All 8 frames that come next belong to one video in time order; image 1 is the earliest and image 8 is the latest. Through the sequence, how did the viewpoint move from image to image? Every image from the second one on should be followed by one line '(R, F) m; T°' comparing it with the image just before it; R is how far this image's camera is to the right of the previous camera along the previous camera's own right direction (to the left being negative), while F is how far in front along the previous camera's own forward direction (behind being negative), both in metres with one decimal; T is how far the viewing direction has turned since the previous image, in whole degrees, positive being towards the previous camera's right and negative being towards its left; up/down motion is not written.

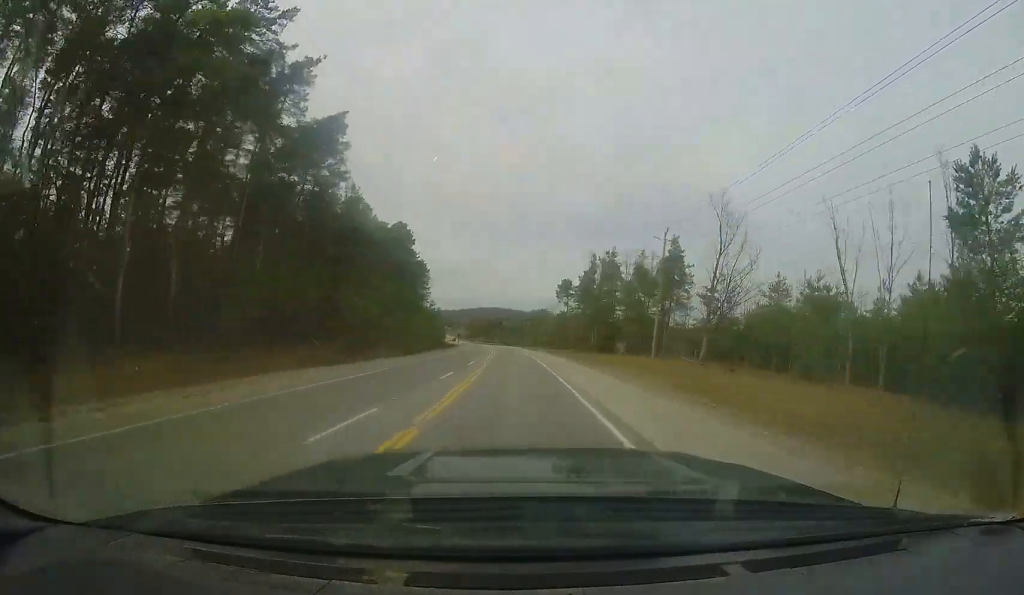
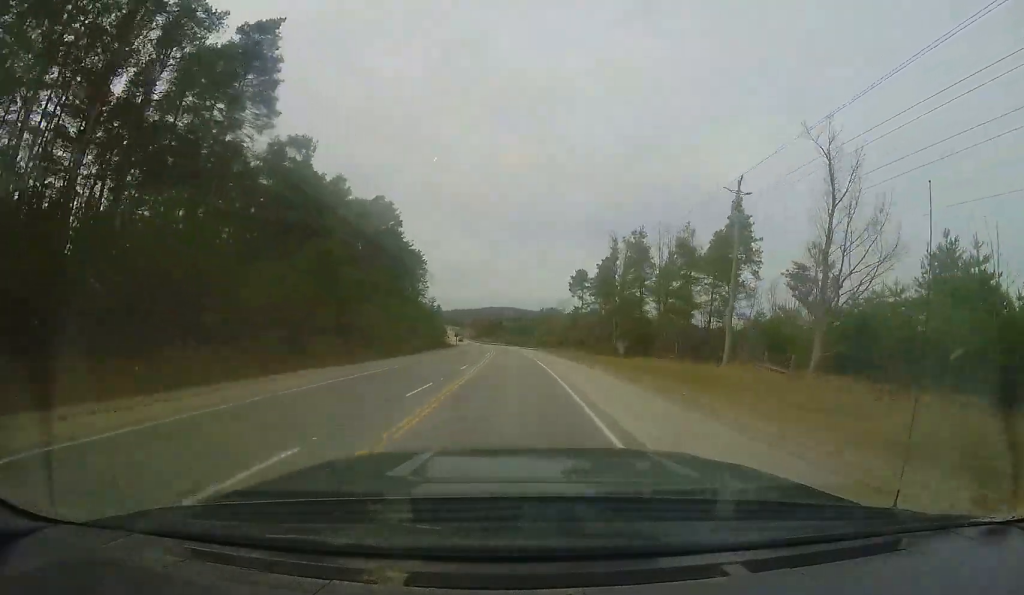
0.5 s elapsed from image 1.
(-0.1, +13.0) m; -1°
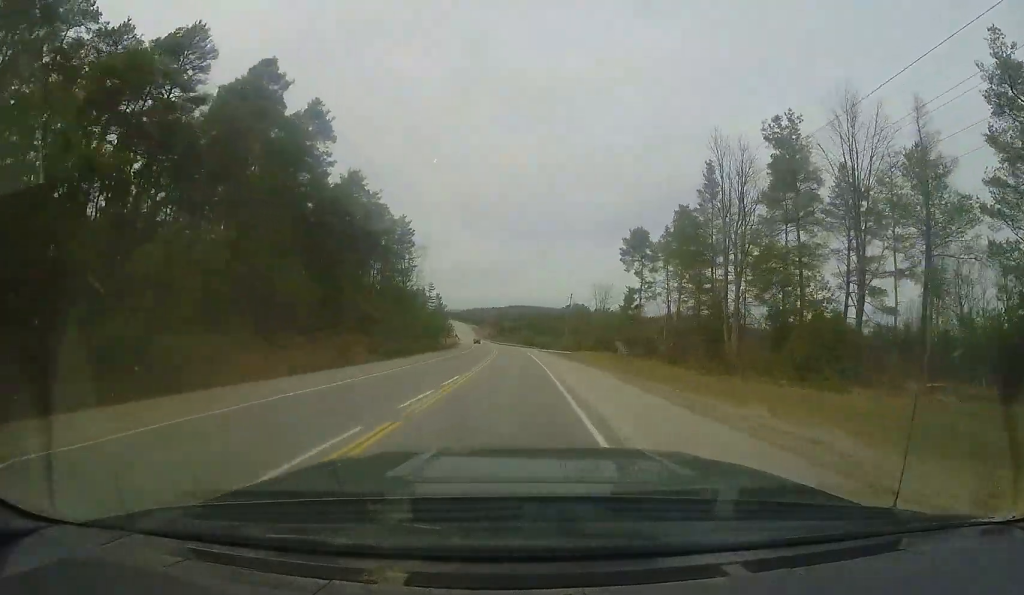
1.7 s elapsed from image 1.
(-0.3, +31.4) m; -2°
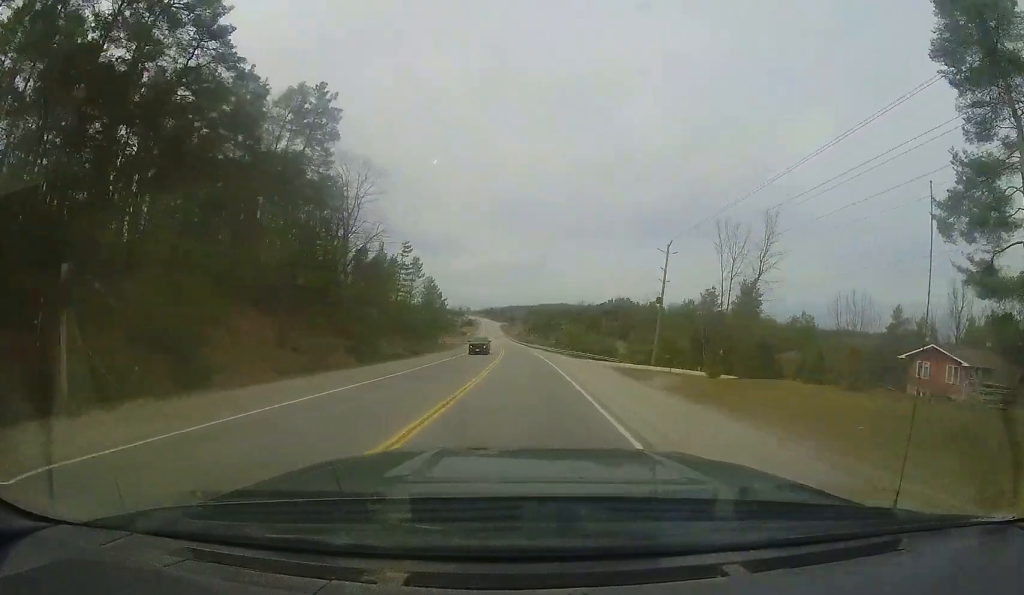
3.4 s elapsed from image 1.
(-2.2, +43.9) m; -7°
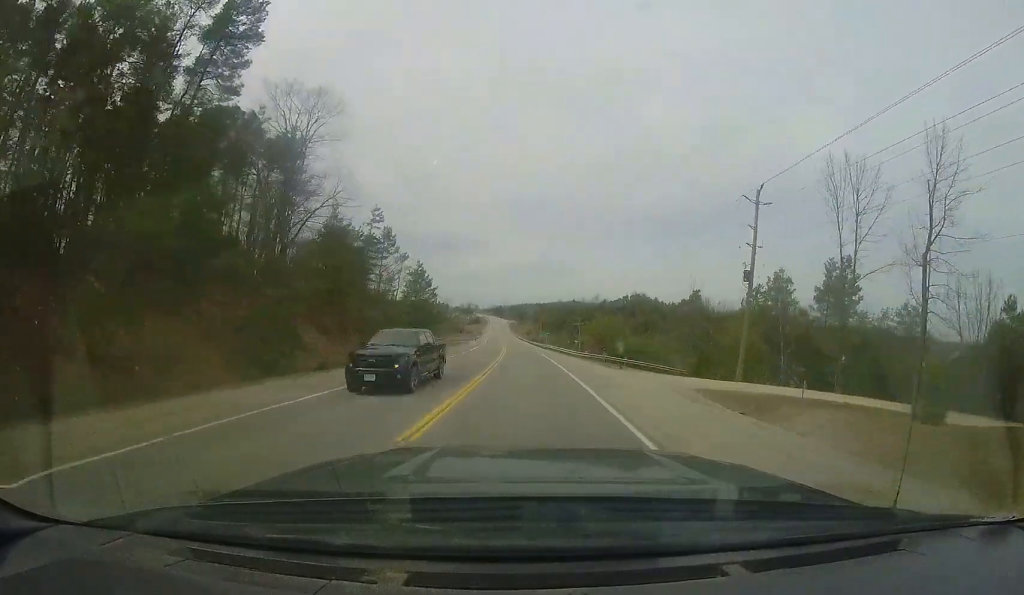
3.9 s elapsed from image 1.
(-0.5, +15.1) m; -2°
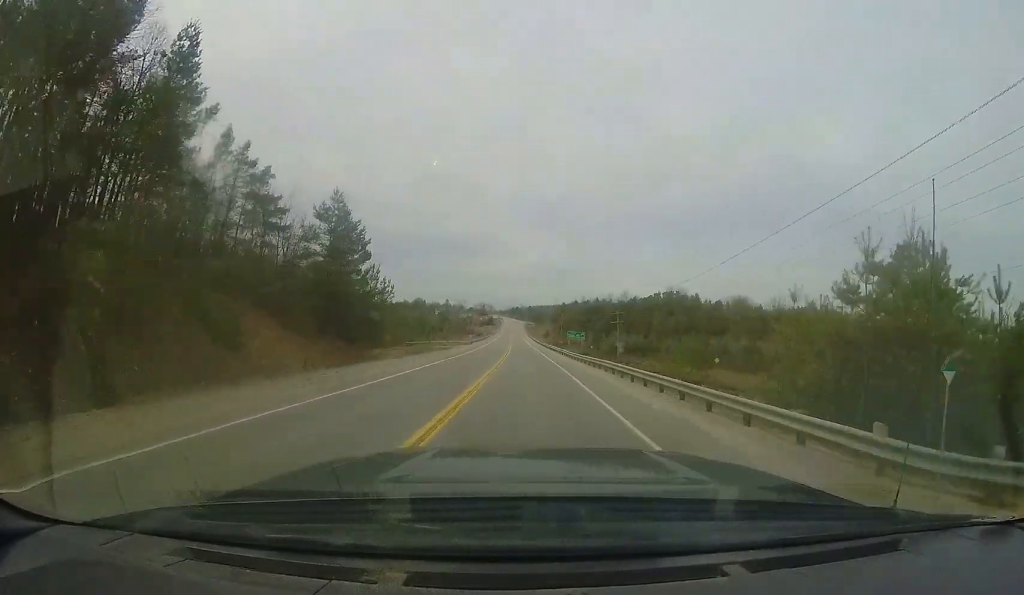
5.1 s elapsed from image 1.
(-1.2, +30.3) m; -4°
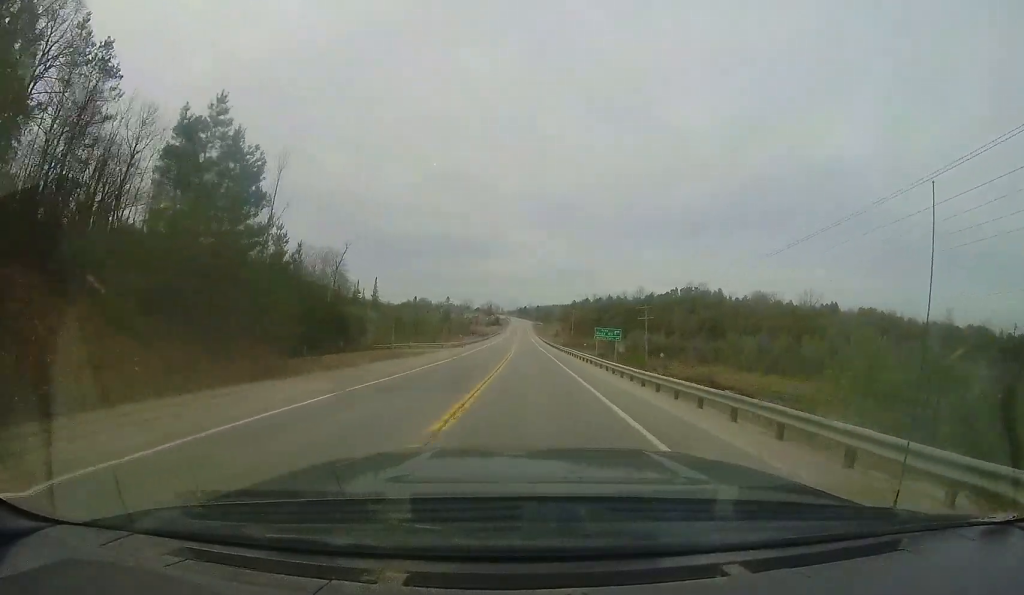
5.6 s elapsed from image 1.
(-0.2, +14.5) m; -2°
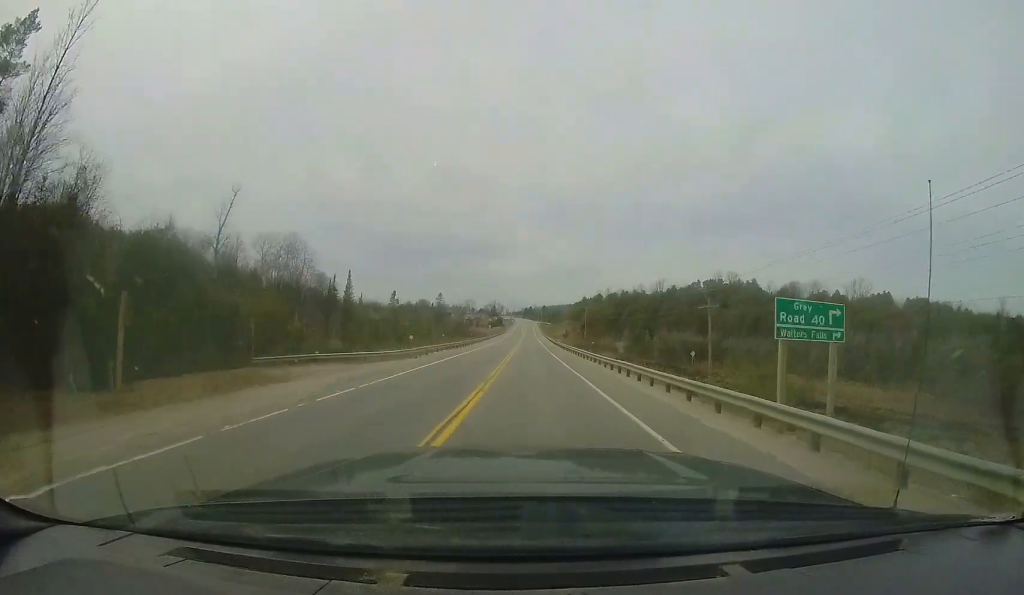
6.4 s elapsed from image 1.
(-0.4, +22.0) m; -2°
